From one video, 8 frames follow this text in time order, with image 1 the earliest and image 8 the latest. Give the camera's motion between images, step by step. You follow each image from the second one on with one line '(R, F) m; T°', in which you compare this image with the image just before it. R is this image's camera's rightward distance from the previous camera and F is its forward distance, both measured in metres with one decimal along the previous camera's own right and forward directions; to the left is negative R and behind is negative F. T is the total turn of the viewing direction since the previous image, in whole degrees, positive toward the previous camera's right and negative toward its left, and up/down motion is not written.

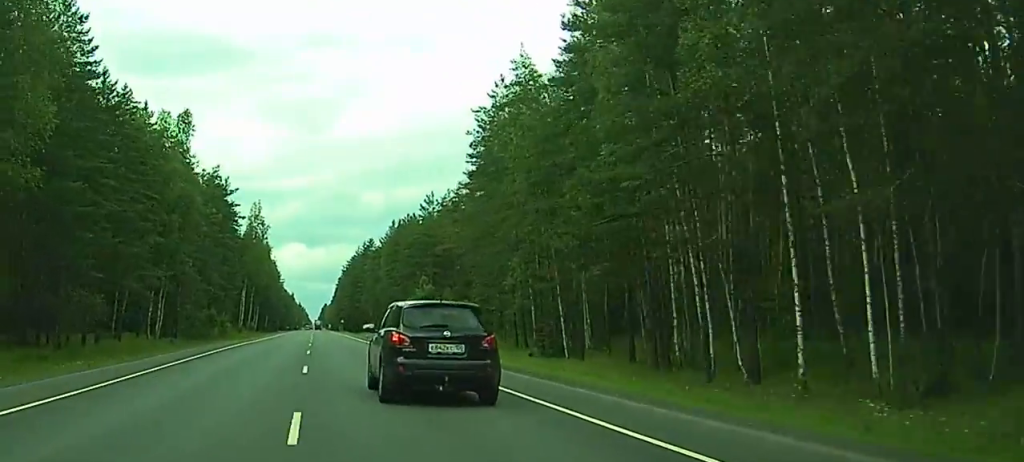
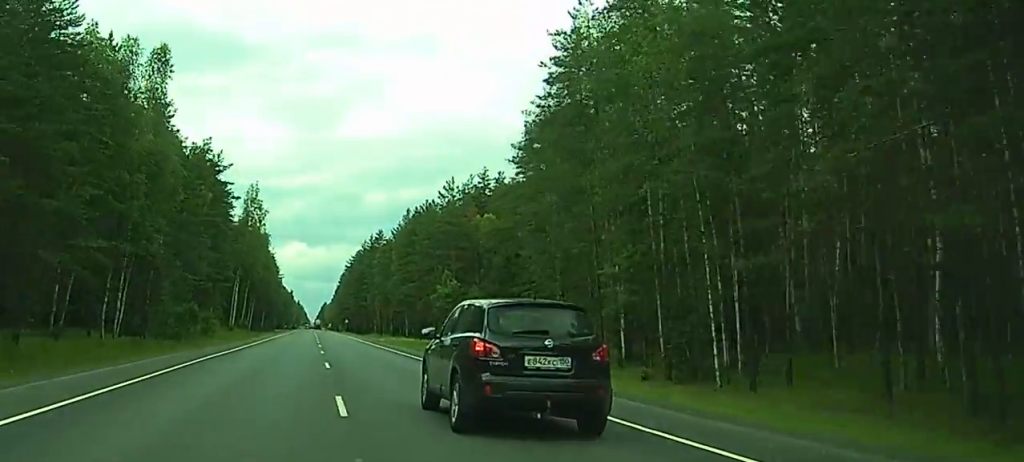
(0.0, +21.2) m; 0°
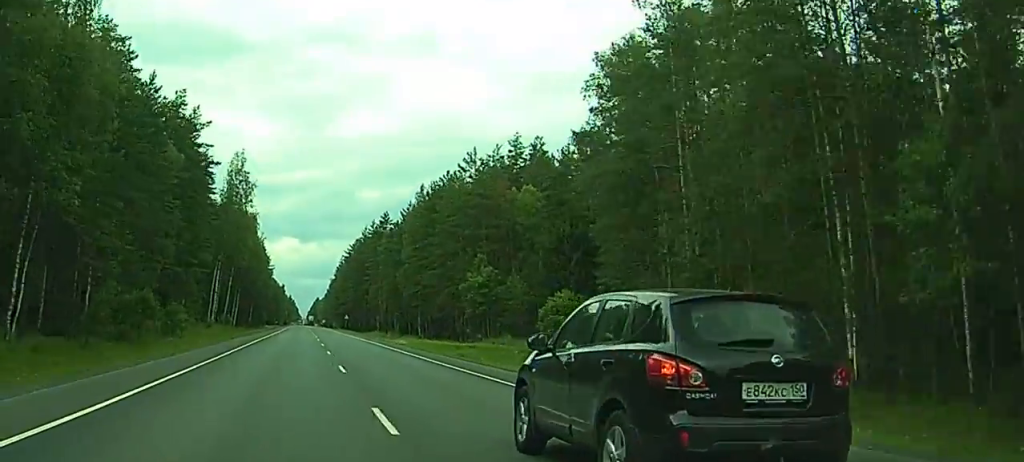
(-0.2, +25.5) m; 0°
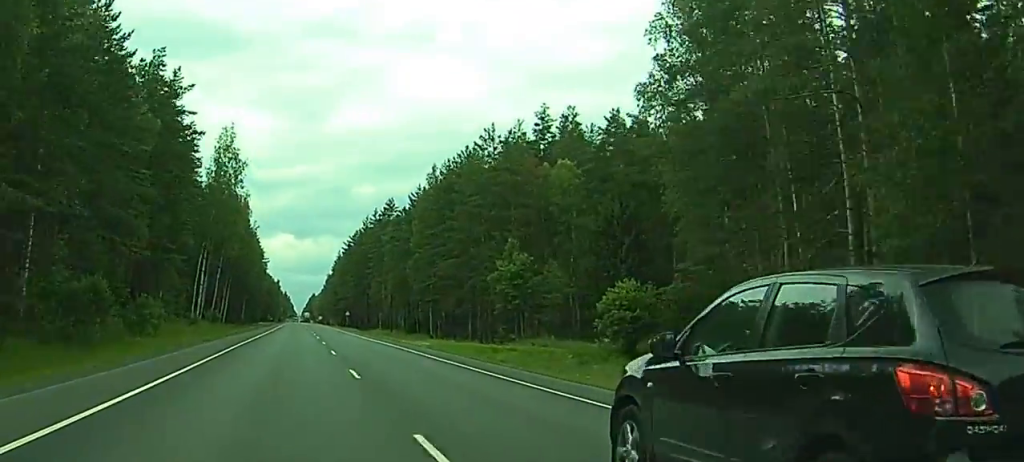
(0.0, +15.3) m; 0°
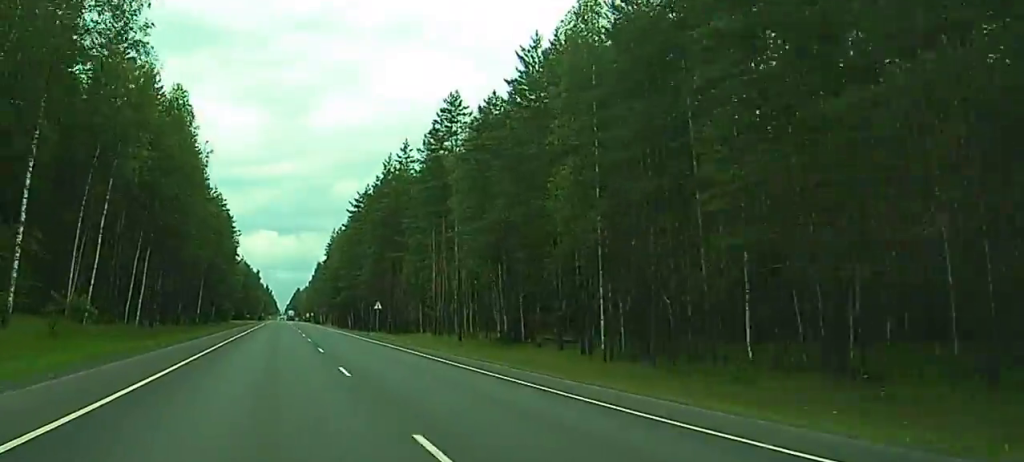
(+0.9, +72.0) m; +1°
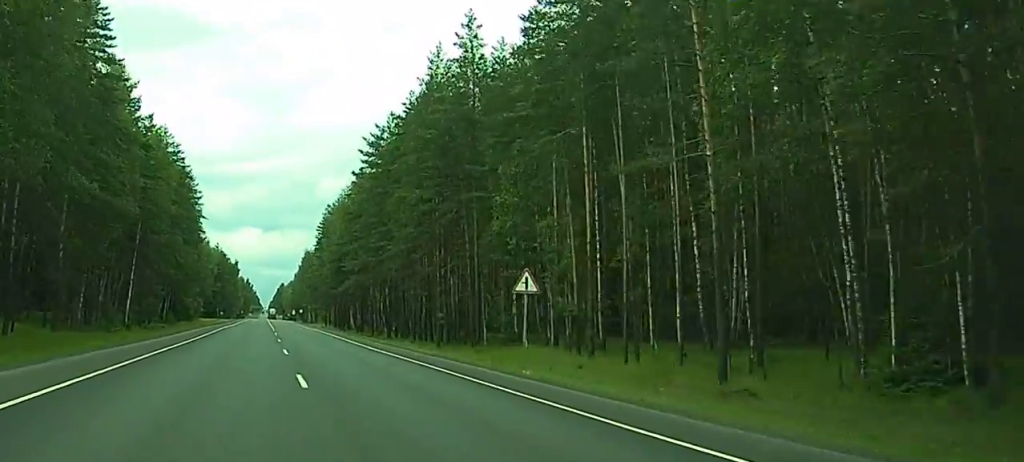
(+0.3, +52.2) m; +1°
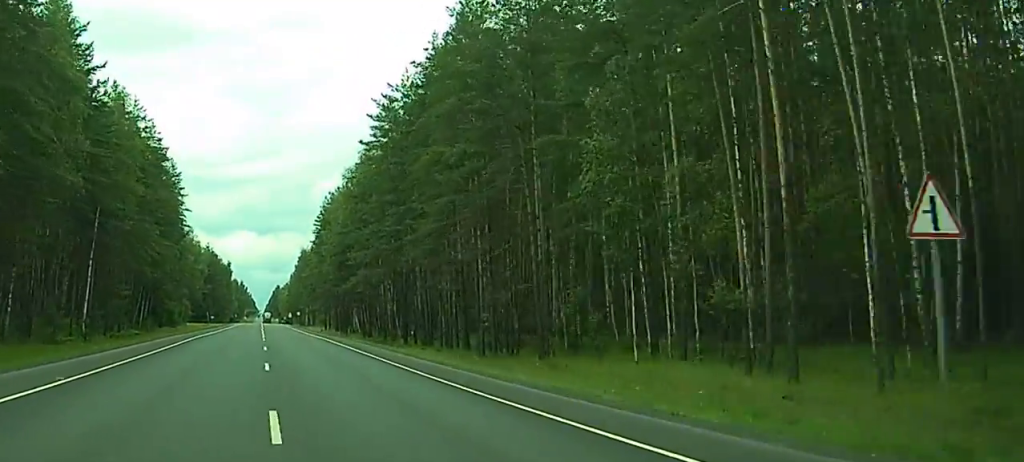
(+0.1, +18.2) m; 0°
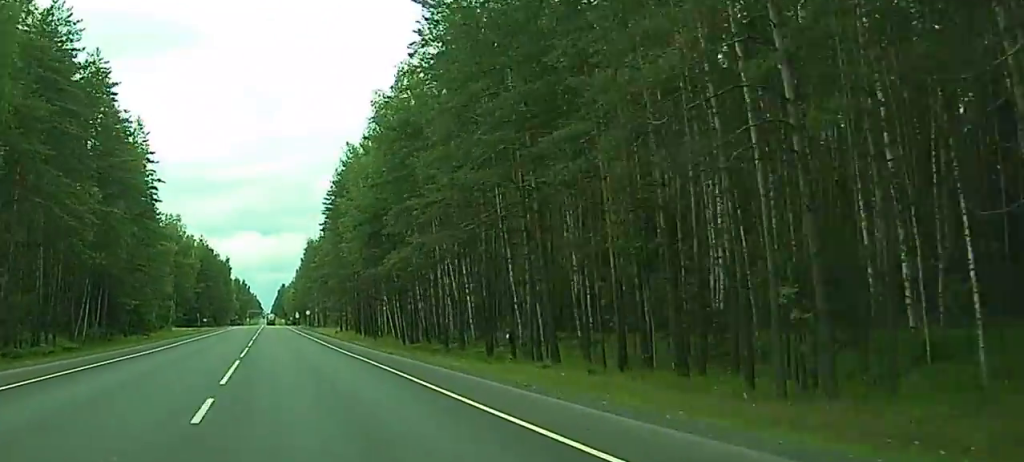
(-0.1, +34.9) m; 0°
